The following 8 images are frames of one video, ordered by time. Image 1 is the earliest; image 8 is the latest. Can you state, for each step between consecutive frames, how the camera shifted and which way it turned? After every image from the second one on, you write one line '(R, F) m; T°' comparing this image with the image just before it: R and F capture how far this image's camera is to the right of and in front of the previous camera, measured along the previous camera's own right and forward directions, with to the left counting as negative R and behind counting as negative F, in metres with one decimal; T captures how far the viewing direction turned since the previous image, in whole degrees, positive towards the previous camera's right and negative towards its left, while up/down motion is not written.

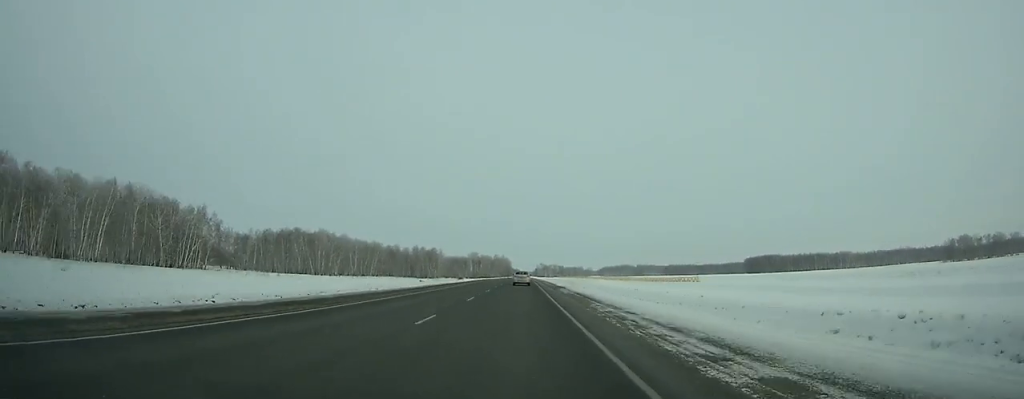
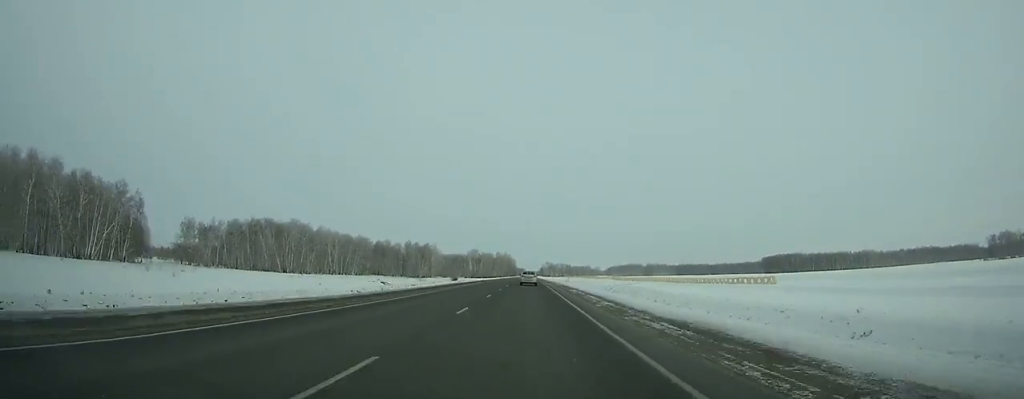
(-0.2, +43.7) m; 0°
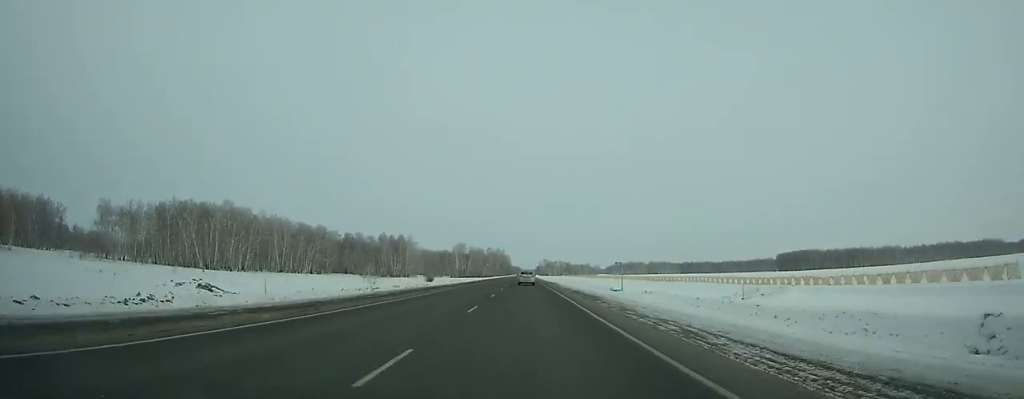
(+0.1, +60.5) m; 0°
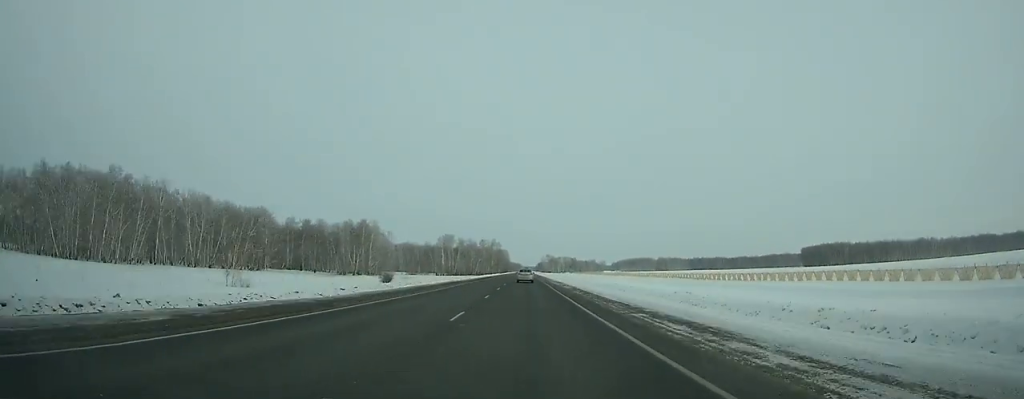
(0.0, +63.6) m; 0°
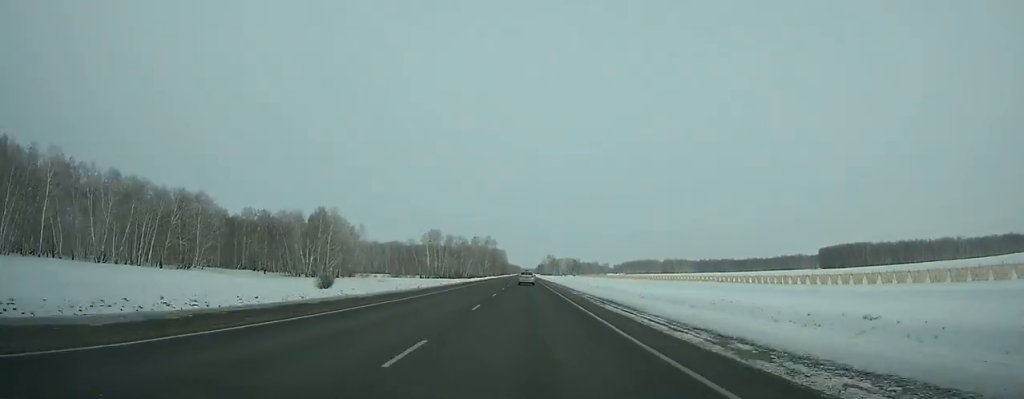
(-0.1, +44.4) m; 0°
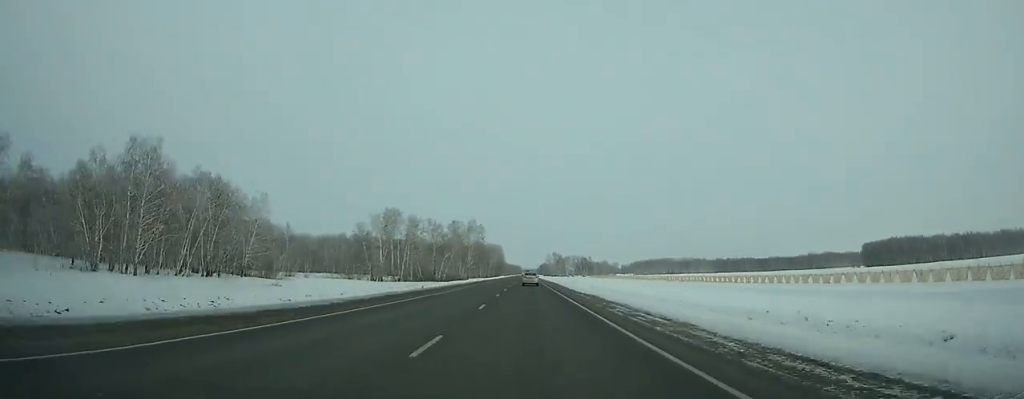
(+0.1, +83.8) m; 0°
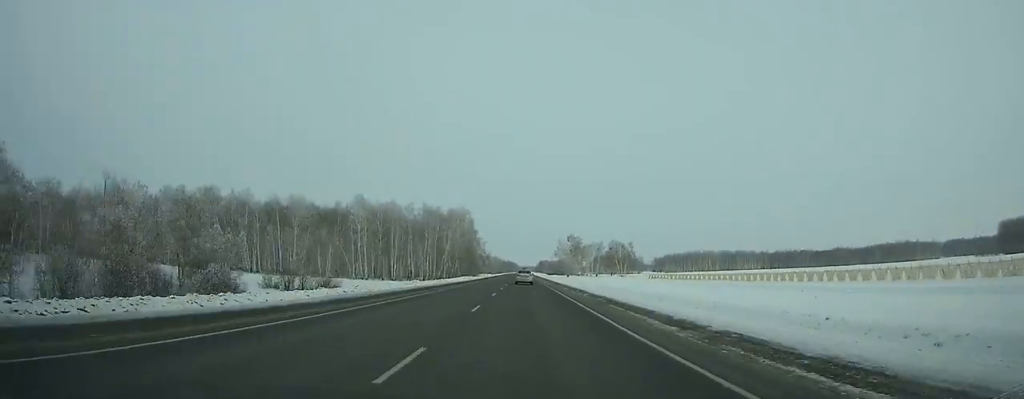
(+0.5, +182.5) m; 0°
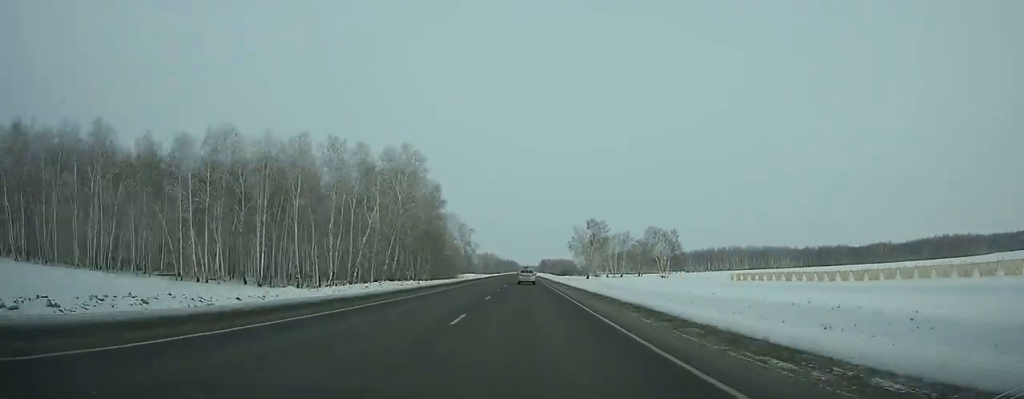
(+0.2, +78.3) m; 0°
